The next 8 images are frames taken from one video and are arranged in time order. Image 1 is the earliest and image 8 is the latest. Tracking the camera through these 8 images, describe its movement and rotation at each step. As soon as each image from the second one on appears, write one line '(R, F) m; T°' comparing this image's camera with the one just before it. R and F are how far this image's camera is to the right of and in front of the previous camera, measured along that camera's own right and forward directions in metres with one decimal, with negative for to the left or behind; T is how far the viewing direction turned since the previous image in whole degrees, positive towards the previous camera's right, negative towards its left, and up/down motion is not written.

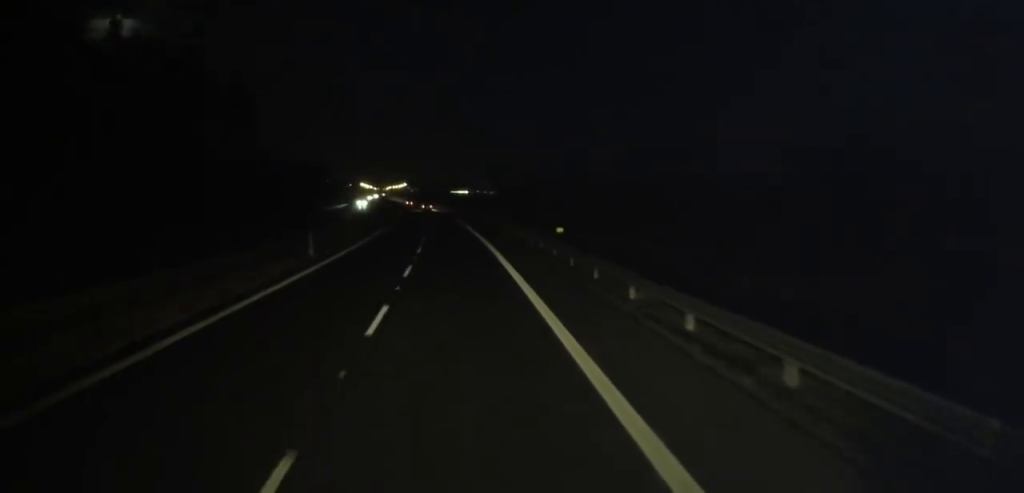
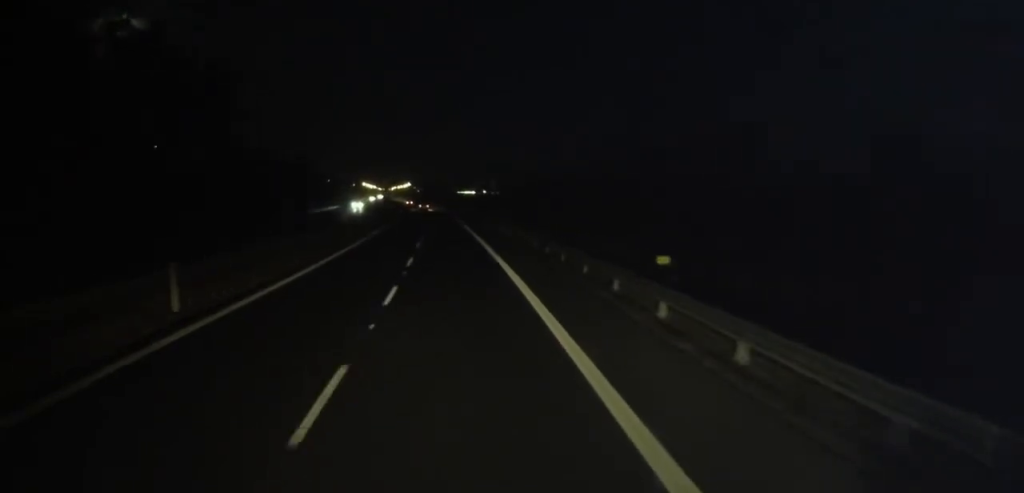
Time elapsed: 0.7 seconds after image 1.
(+0.1, +14.4) m; 0°
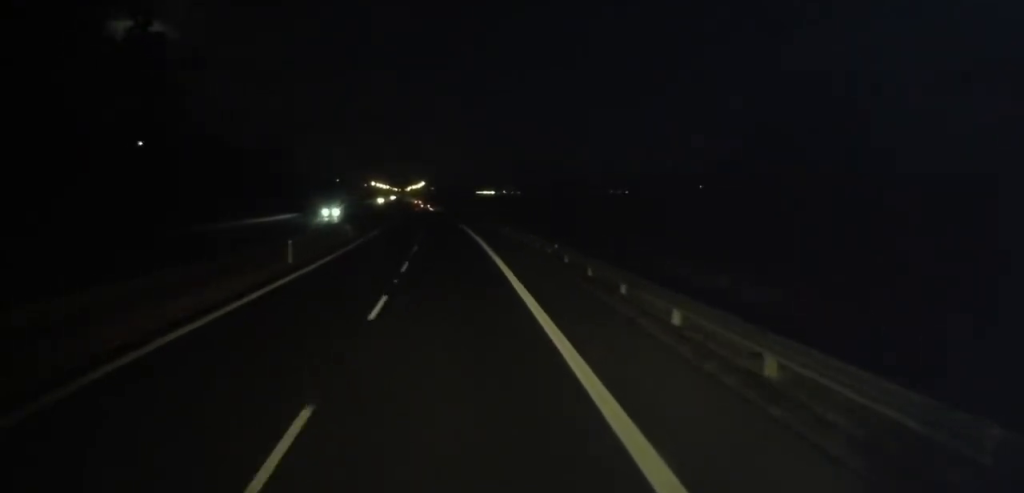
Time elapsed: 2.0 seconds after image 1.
(-0.2, +28.9) m; -2°
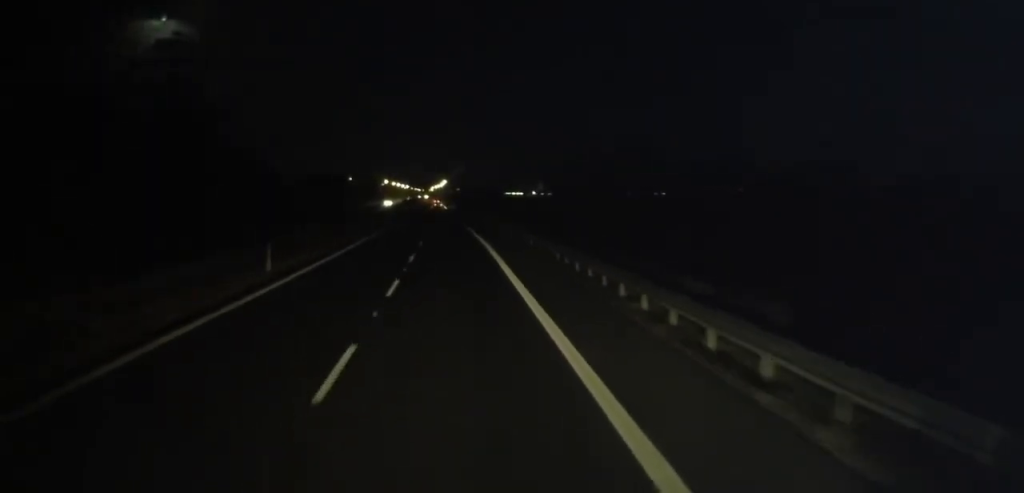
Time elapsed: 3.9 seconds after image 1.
(-1.4, +41.9) m; -3°
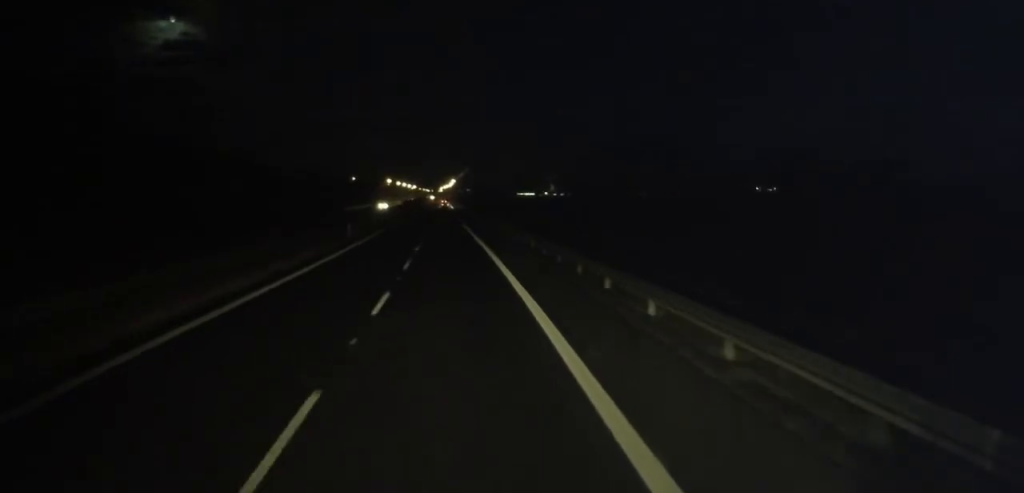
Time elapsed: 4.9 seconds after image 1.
(-0.2, +20.9) m; -2°
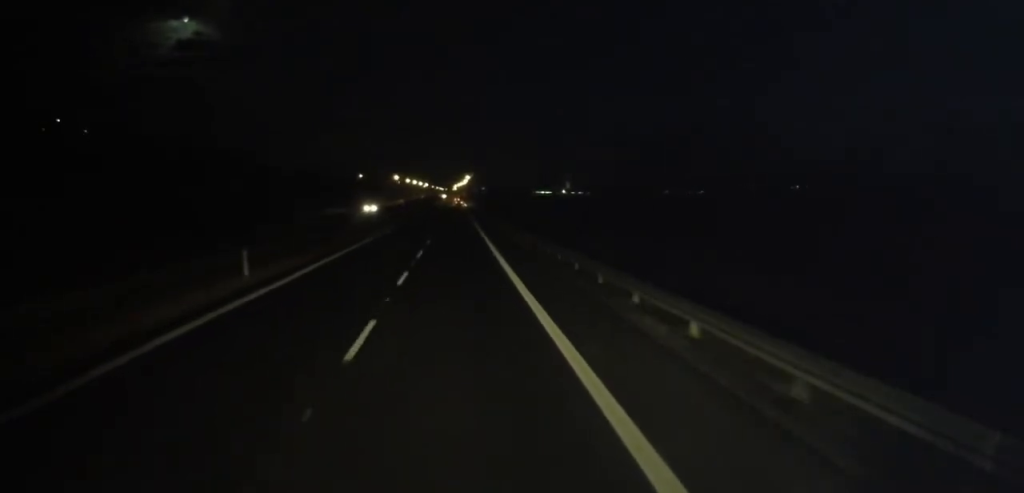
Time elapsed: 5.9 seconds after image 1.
(-0.6, +22.3) m; -2°
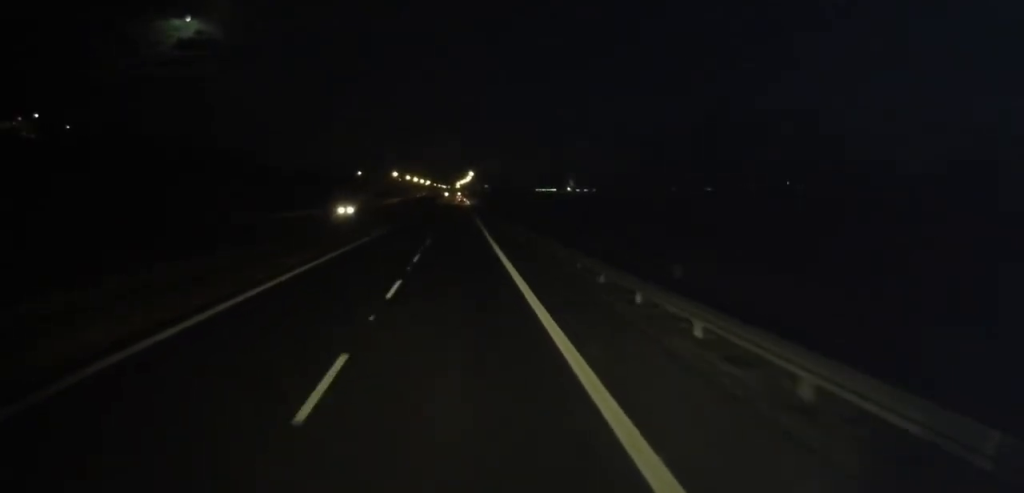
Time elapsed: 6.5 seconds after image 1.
(-0.3, +12.2) m; 0°
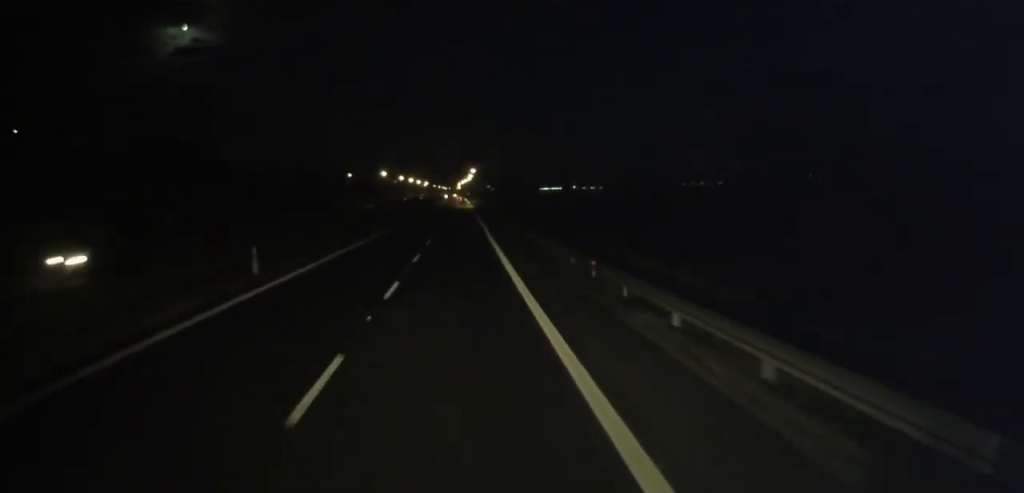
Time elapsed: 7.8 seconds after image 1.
(+0.4, +26.9) m; 0°
